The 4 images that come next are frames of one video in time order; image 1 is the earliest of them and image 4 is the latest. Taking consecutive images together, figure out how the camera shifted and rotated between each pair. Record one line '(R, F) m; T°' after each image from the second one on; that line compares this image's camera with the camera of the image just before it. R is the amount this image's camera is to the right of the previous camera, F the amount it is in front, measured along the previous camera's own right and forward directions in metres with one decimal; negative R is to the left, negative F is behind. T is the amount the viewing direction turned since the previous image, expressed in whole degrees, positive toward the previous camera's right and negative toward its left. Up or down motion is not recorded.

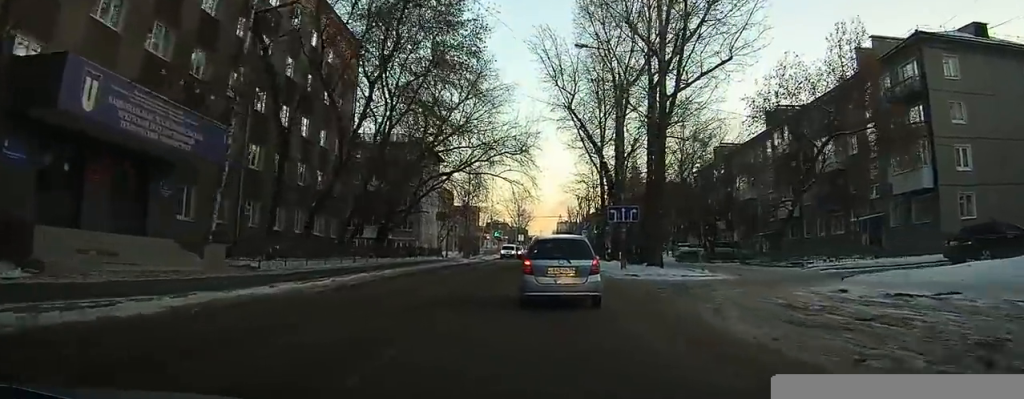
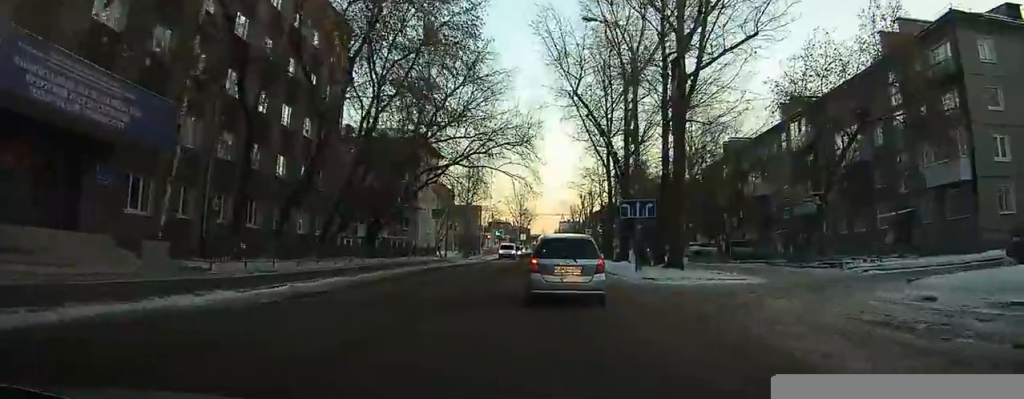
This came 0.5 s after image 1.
(+0.1, +3.5) m; 0°
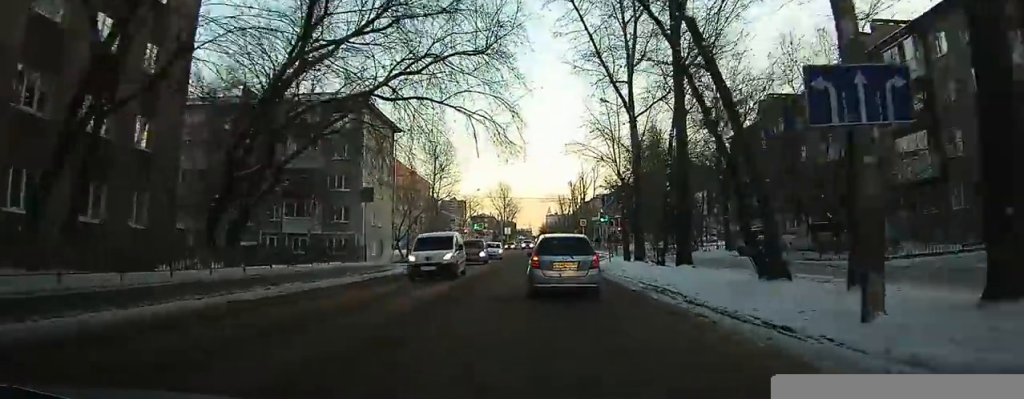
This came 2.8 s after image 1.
(0.0, +17.9) m; +1°
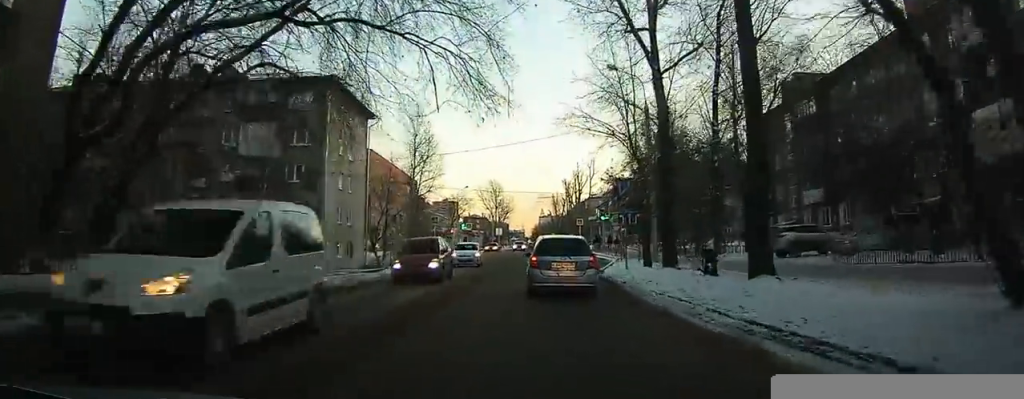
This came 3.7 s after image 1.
(0.0, +7.6) m; 0°
